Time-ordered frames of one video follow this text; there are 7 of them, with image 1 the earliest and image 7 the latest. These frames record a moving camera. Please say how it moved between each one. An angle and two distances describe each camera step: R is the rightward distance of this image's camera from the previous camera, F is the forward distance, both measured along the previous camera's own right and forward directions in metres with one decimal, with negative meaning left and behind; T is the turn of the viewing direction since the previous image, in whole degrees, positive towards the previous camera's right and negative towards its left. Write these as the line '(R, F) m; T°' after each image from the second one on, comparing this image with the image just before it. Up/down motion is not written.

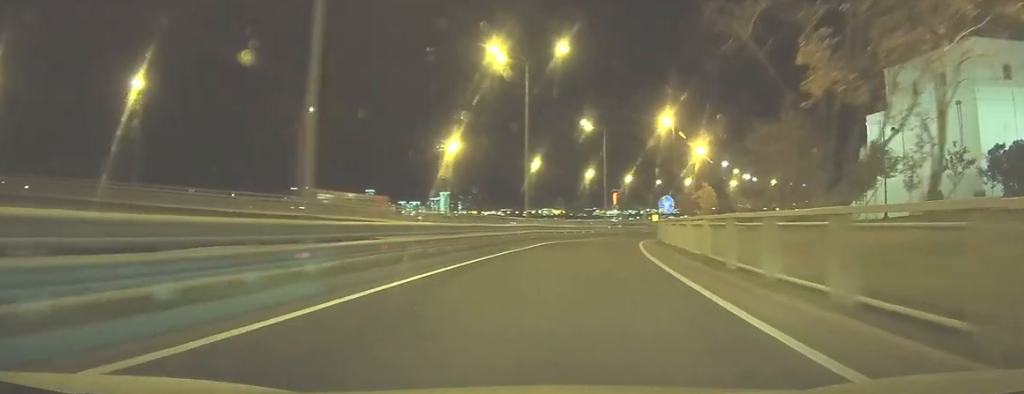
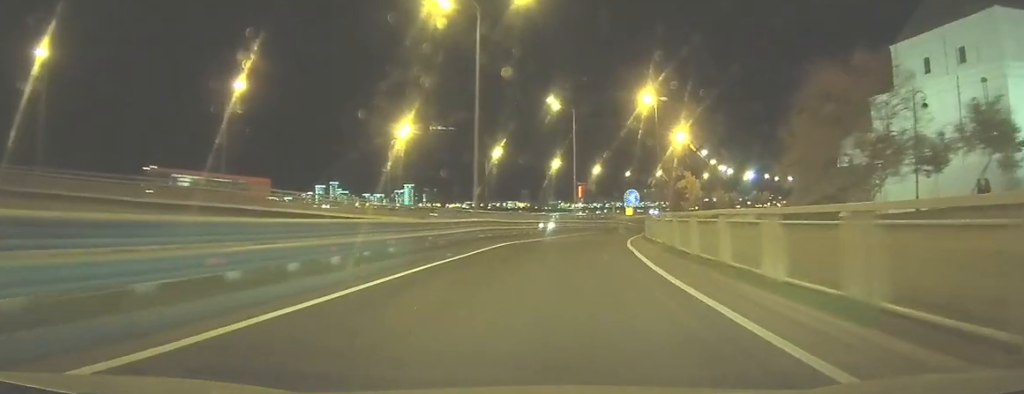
(+0.4, +10.4) m; +4°
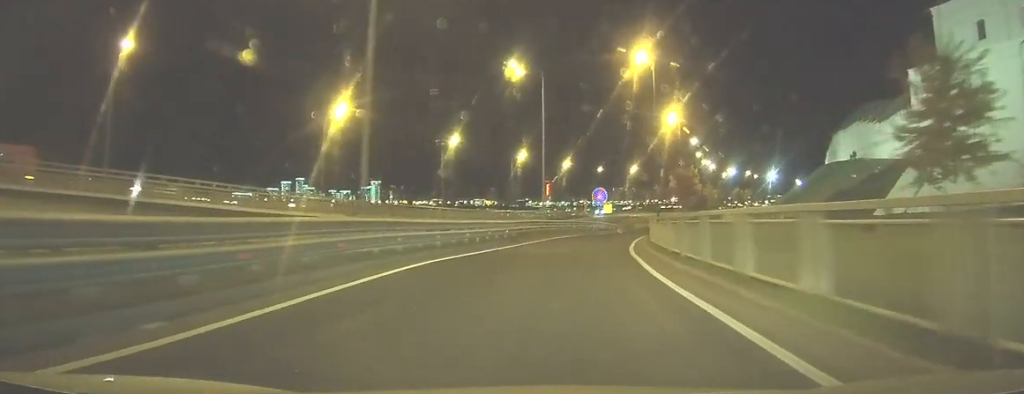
(+0.5, +14.8) m; +3°
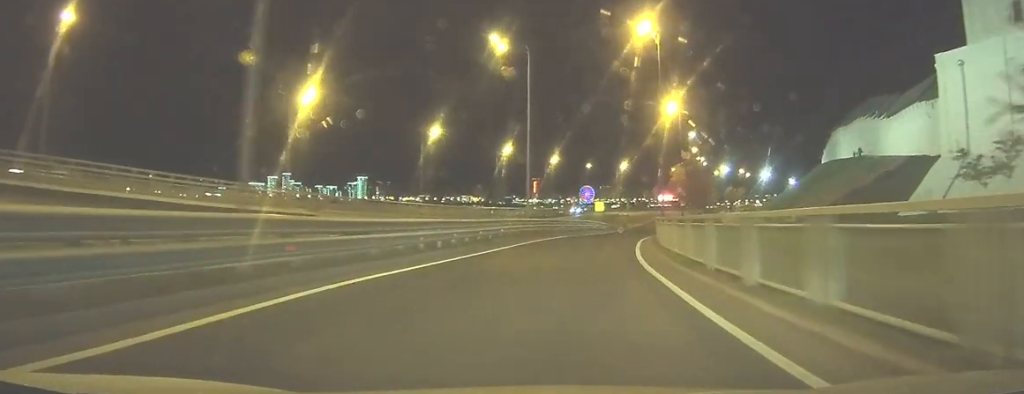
(0.0, +6.5) m; +1°
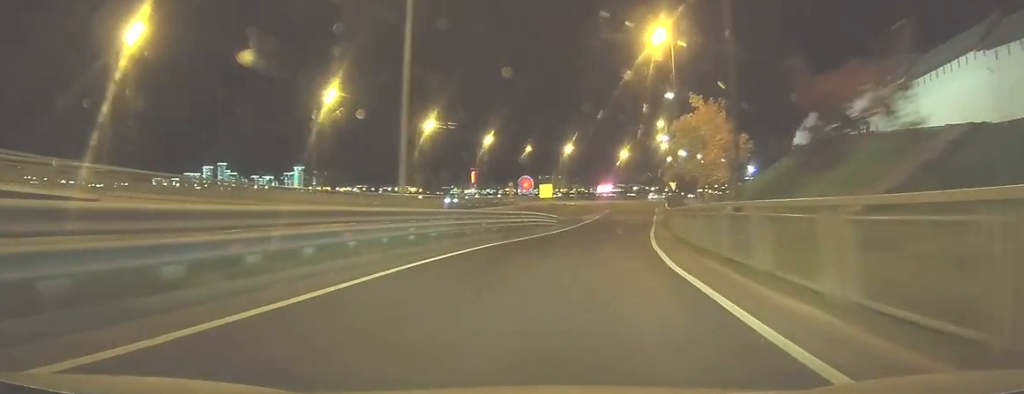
(+0.9, +21.6) m; +6°
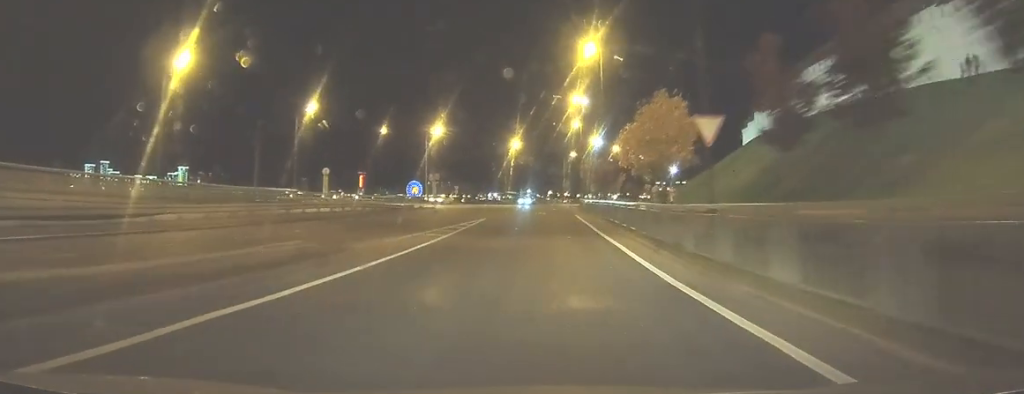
(+4.8, +44.1) m; +10°
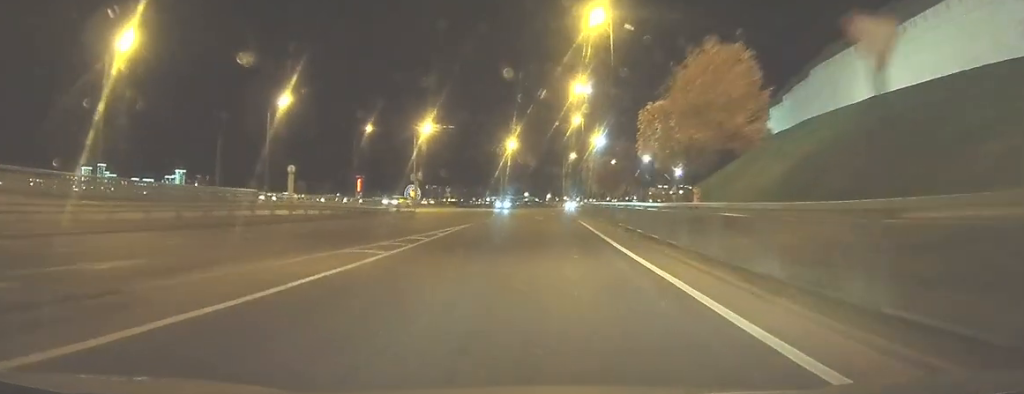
(+0.1, +8.5) m; 0°
